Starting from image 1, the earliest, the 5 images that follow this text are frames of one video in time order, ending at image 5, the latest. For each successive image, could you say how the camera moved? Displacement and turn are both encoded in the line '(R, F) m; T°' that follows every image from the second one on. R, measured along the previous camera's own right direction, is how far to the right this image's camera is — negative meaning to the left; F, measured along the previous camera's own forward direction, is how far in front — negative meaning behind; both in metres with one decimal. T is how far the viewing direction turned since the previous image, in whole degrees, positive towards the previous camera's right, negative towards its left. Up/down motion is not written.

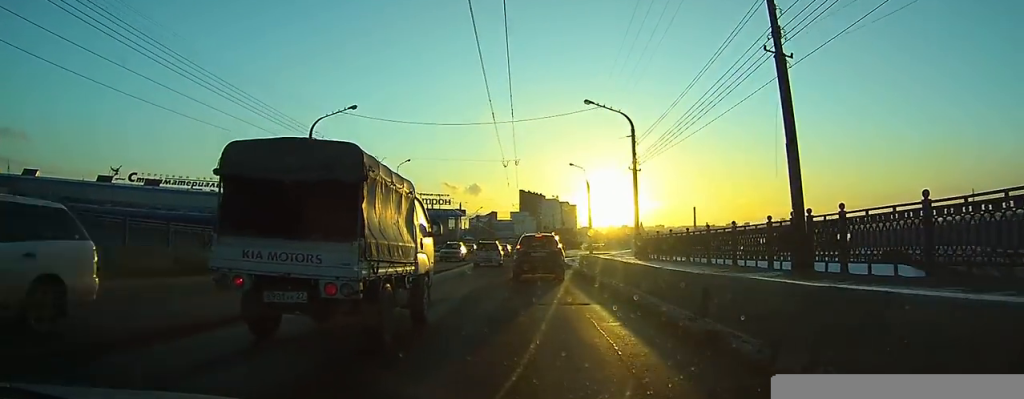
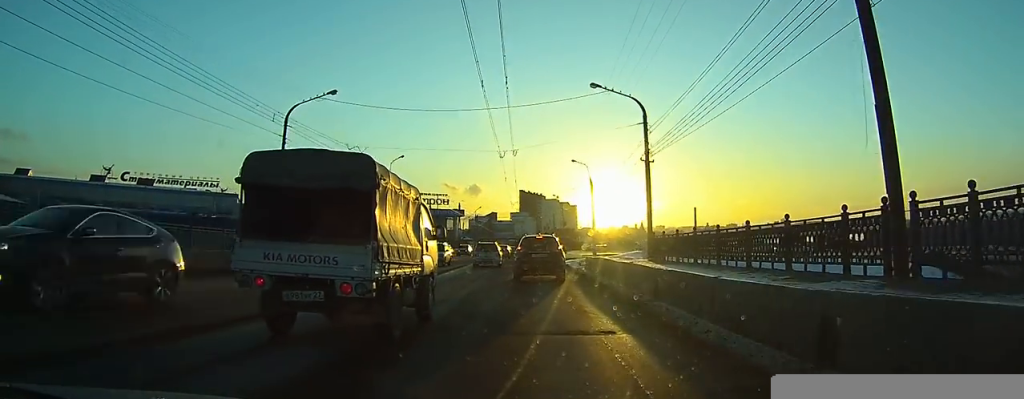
(0.0, +4.1) m; 0°
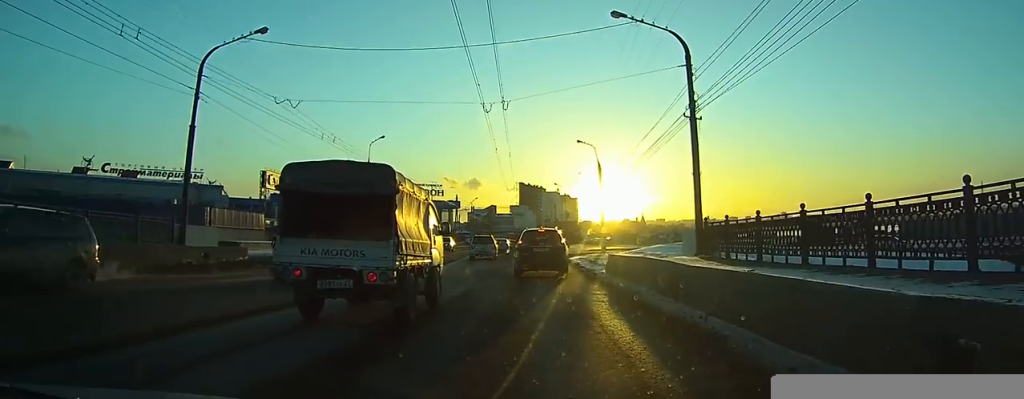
(-0.1, +9.5) m; -1°
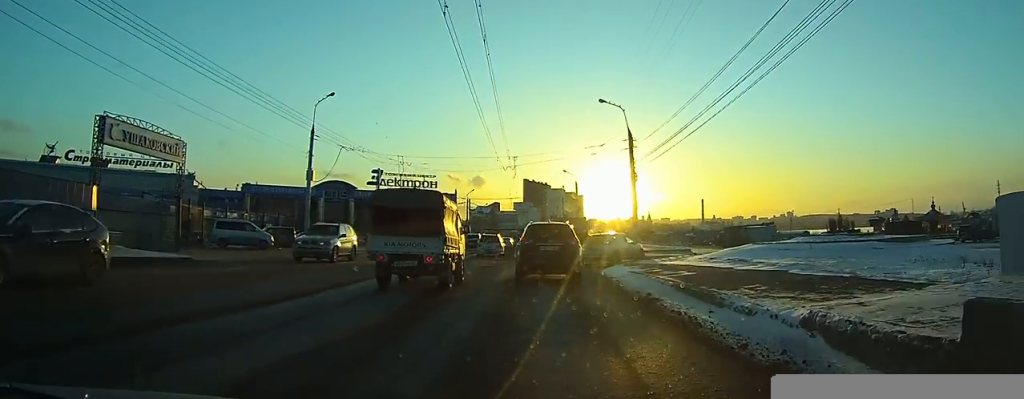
(-0.1, +19.3) m; 0°
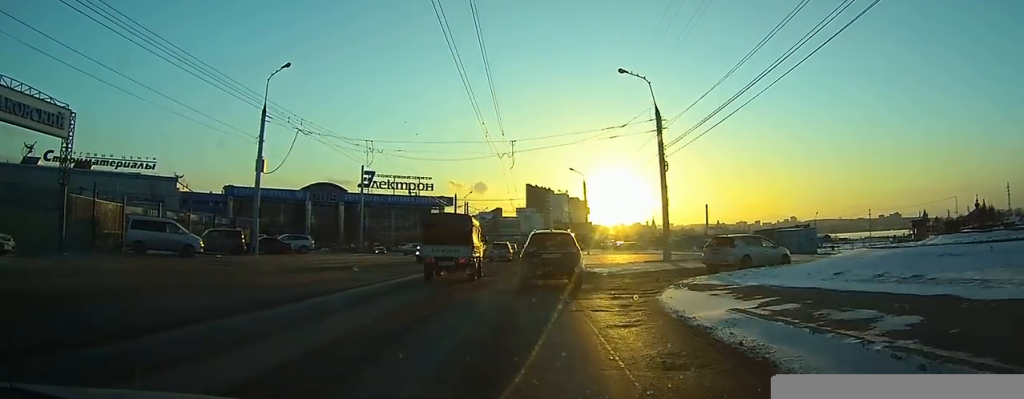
(0.0, +12.0) m; 0°
